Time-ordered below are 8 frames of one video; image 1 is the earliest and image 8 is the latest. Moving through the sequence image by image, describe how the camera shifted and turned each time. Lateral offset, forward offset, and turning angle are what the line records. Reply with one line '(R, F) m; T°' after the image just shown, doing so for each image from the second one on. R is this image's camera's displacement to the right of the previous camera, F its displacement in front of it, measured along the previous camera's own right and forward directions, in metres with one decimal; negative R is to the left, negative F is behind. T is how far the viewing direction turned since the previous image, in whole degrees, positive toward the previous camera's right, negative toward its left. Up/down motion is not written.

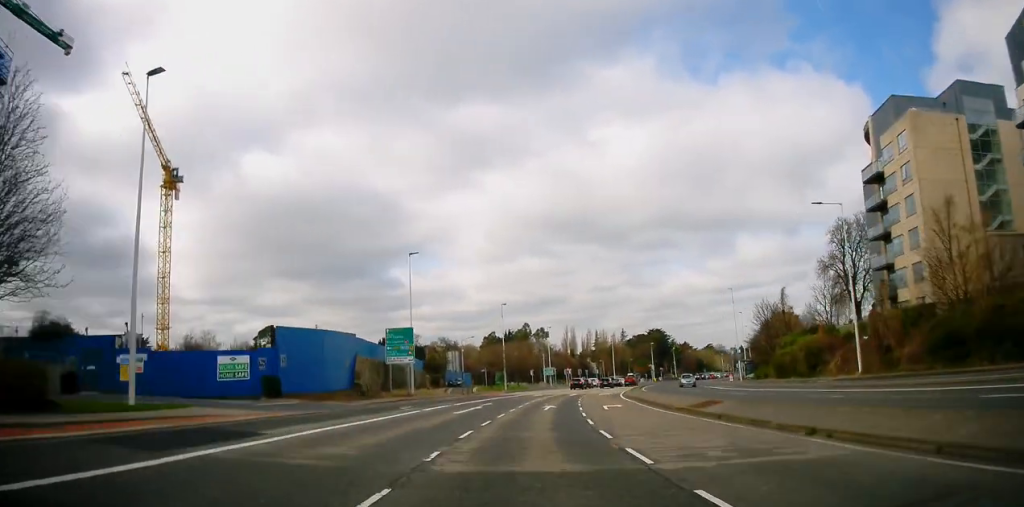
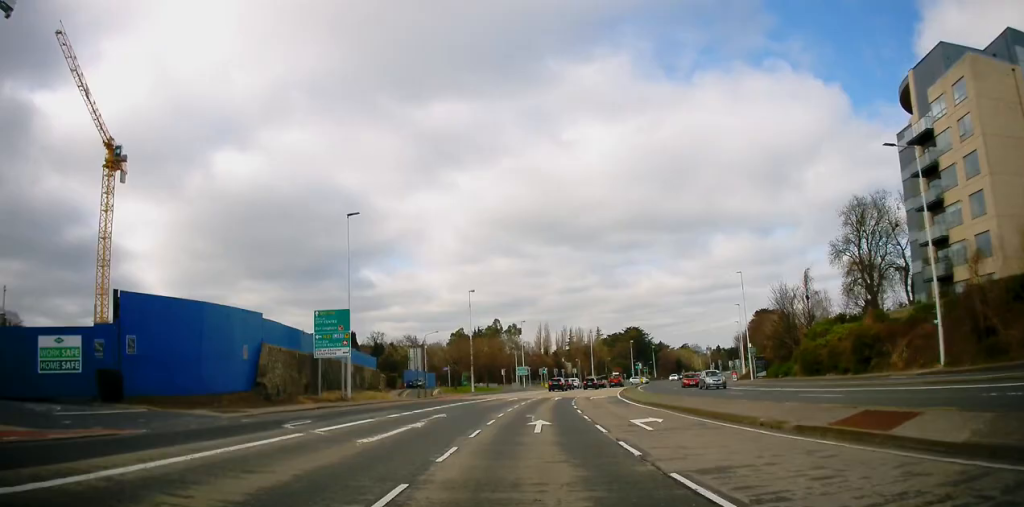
(0.0, +13.3) m; +2°
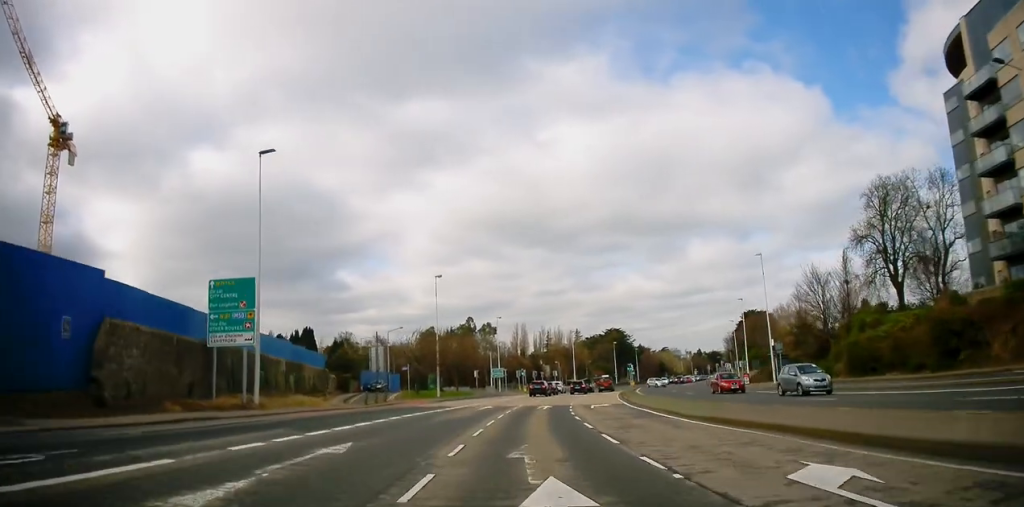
(+0.4, +13.1) m; +3°
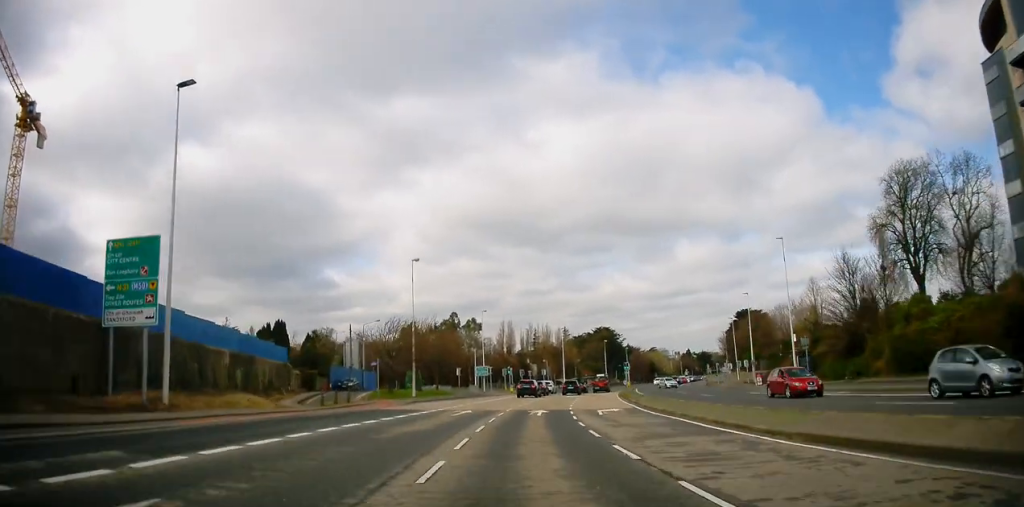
(+0.1, +7.6) m; +2°
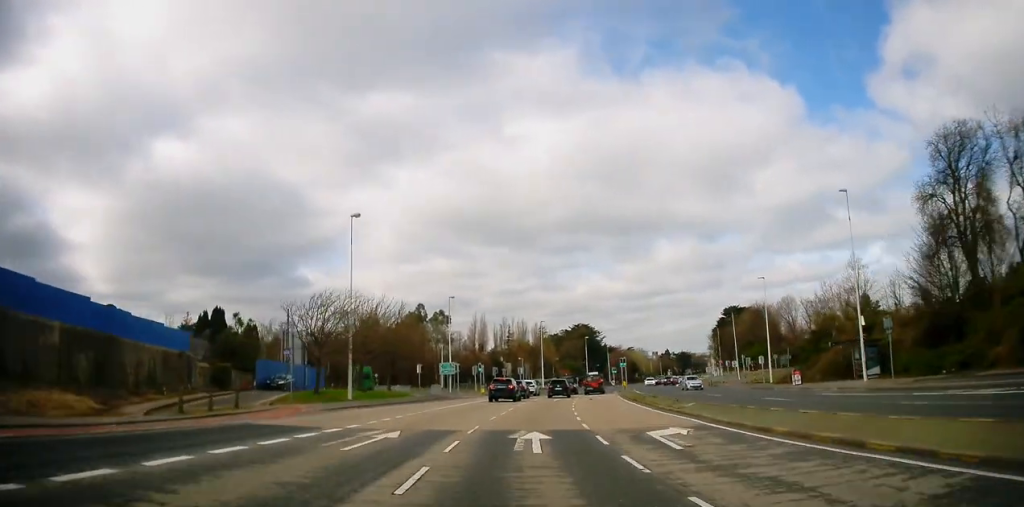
(+0.6, +15.1) m; +5°
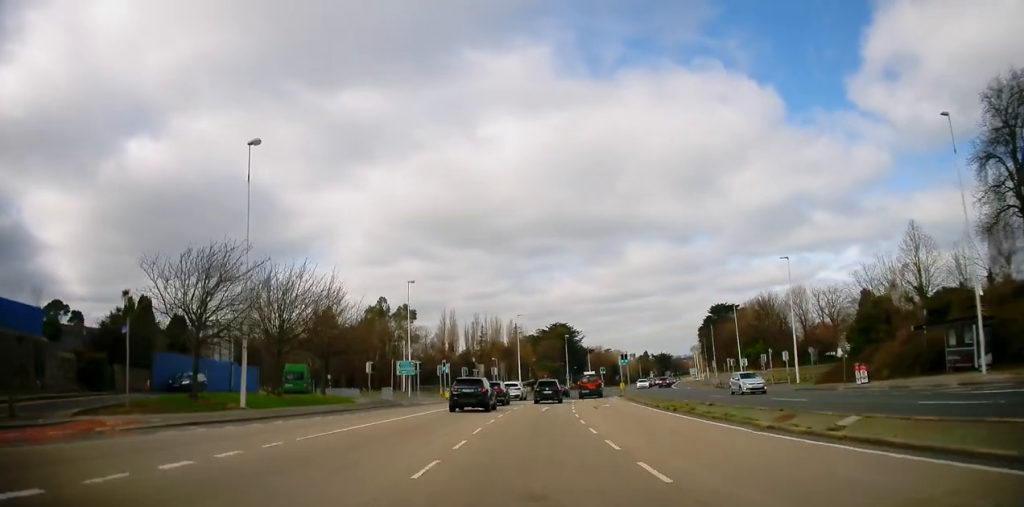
(+0.7, +14.3) m; +3°
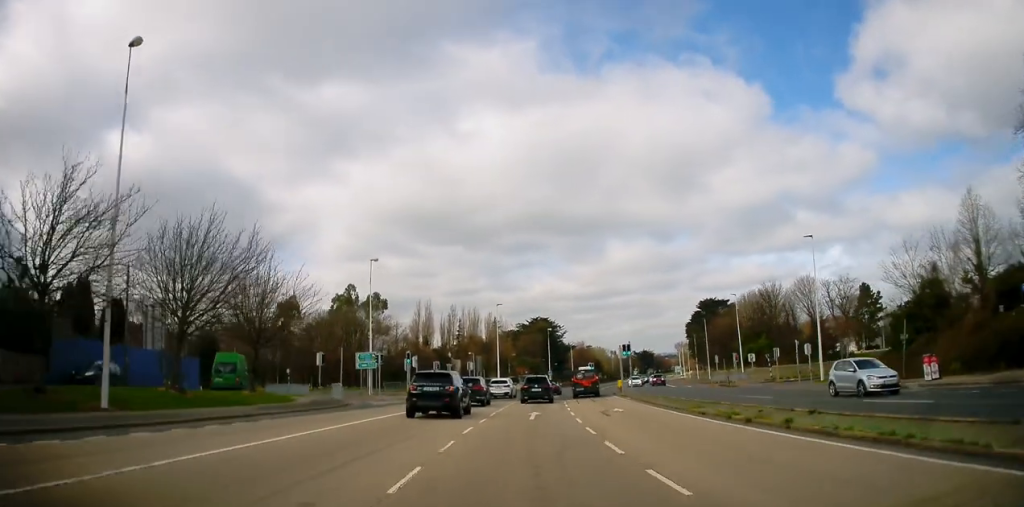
(-0.1, +9.9) m; +1°
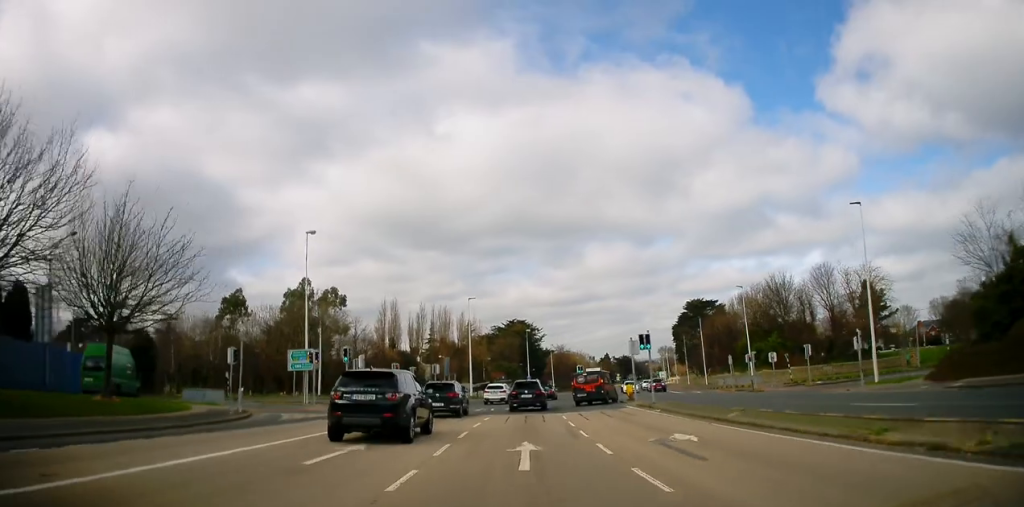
(+0.3, +12.4) m; +3°
